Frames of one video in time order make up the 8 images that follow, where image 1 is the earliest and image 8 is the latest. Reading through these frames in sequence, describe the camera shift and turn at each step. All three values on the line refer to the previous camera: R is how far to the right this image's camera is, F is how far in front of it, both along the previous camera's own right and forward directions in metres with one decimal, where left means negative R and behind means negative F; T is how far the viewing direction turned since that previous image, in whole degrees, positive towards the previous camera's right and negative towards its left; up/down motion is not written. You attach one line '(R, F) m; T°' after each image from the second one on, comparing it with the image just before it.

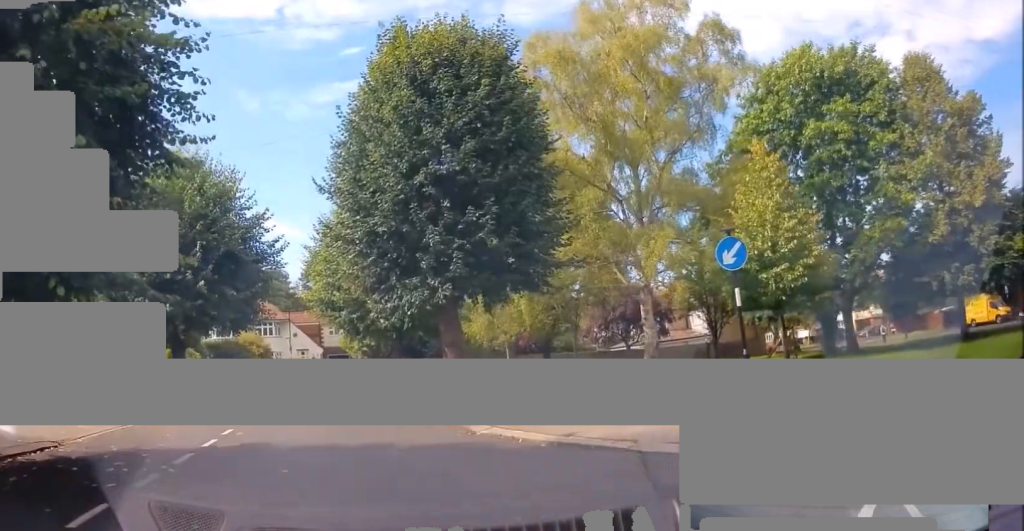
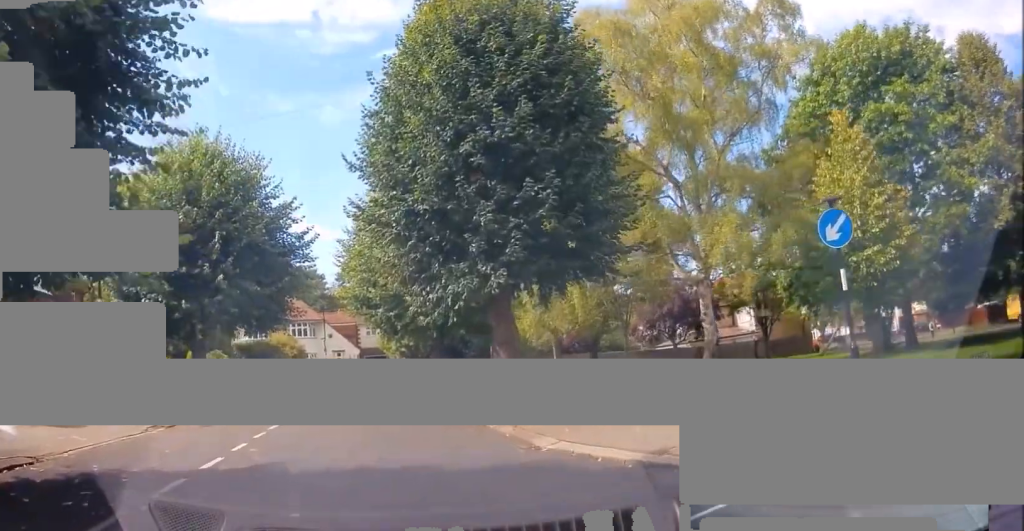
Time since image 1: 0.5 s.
(0.0, +2.3) m; -1°
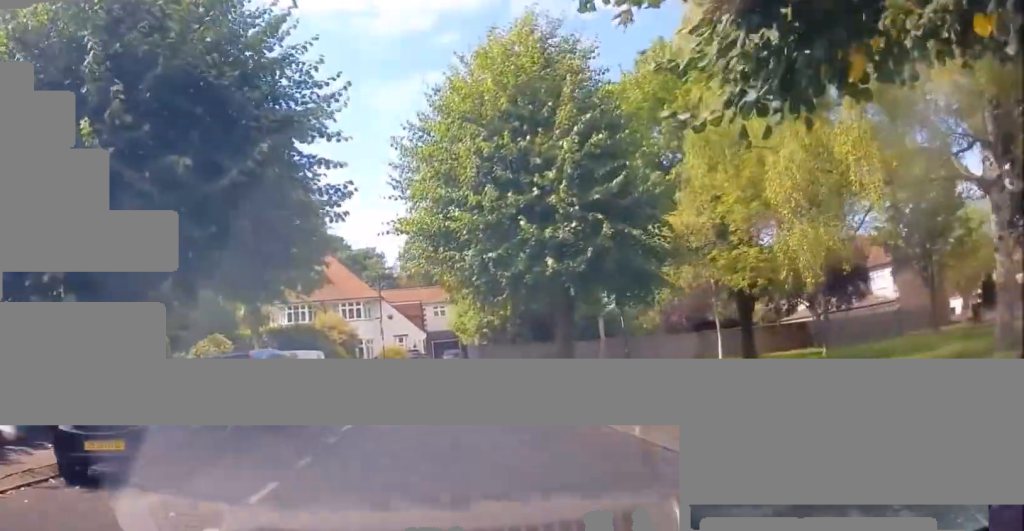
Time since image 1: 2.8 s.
(-0.3, +8.0) m; -2°
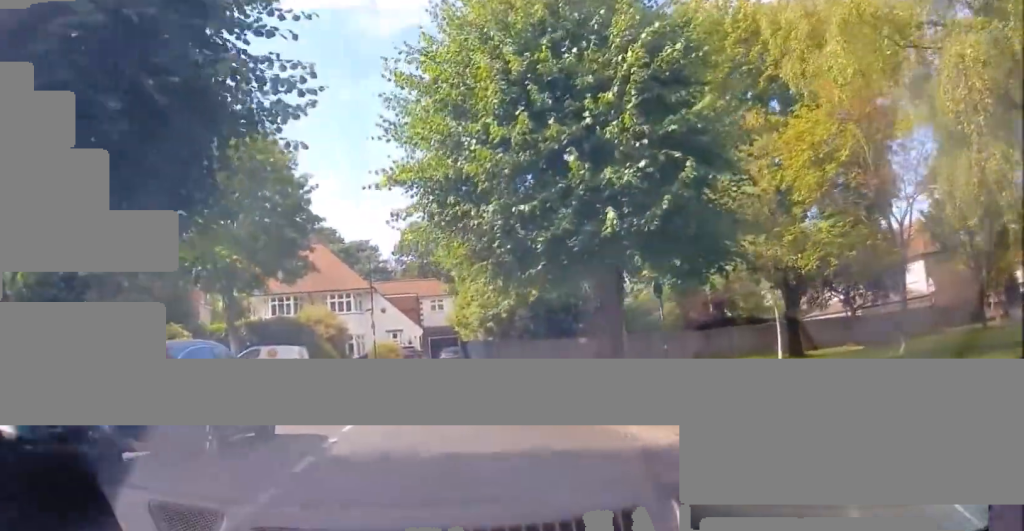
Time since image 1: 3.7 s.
(0.0, +5.2) m; 0°
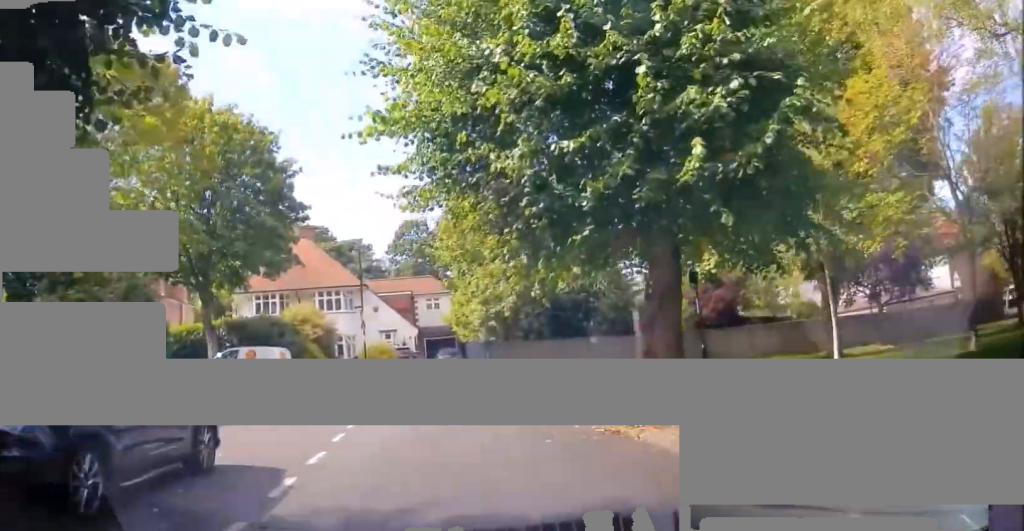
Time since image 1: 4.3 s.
(0.0, +3.9) m; 0°
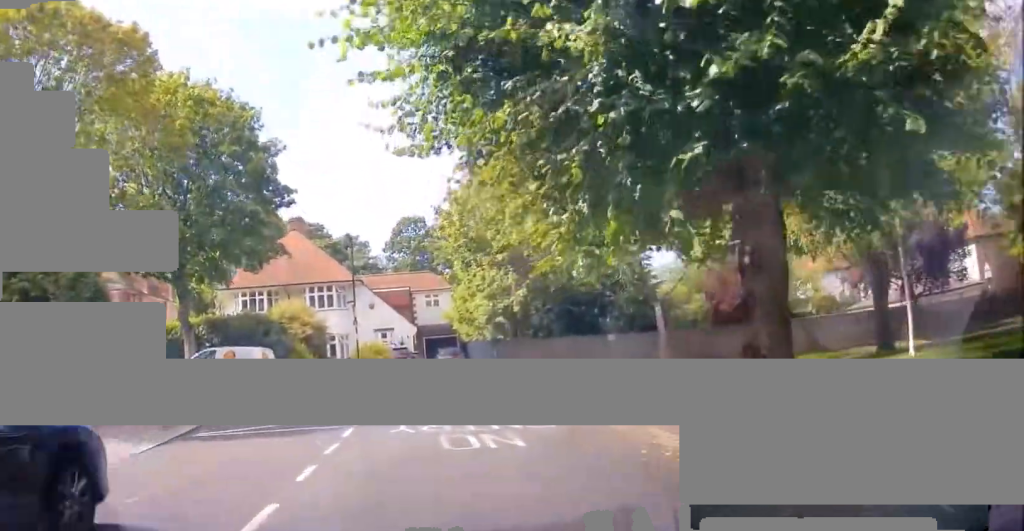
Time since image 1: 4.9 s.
(0.0, +3.8) m; 0°
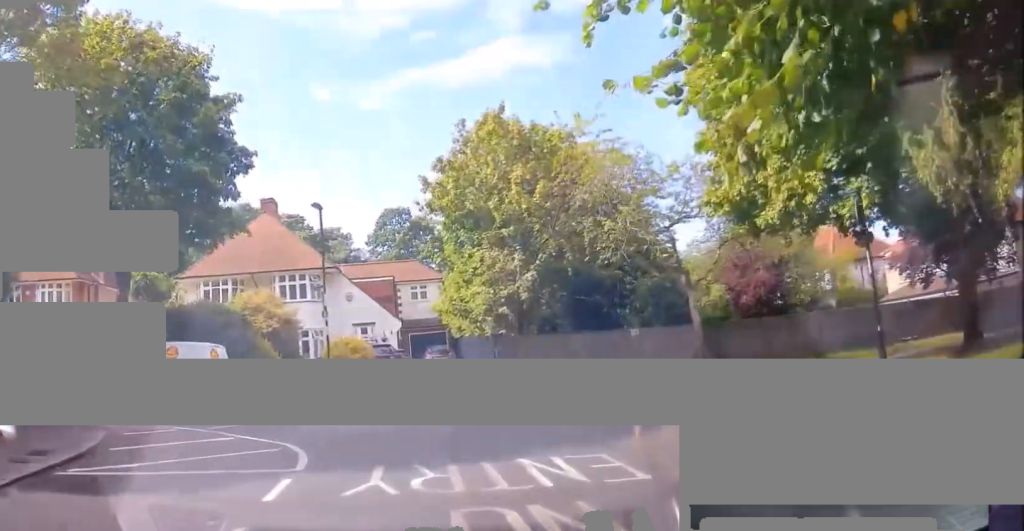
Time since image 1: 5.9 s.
(0.0, +5.3) m; -1°
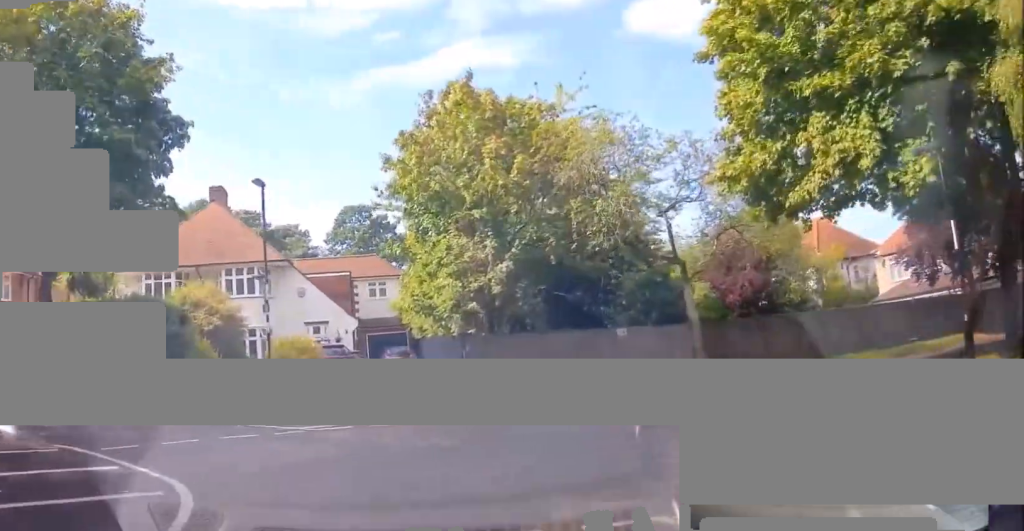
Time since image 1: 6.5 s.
(0.0, +3.5) m; 0°
